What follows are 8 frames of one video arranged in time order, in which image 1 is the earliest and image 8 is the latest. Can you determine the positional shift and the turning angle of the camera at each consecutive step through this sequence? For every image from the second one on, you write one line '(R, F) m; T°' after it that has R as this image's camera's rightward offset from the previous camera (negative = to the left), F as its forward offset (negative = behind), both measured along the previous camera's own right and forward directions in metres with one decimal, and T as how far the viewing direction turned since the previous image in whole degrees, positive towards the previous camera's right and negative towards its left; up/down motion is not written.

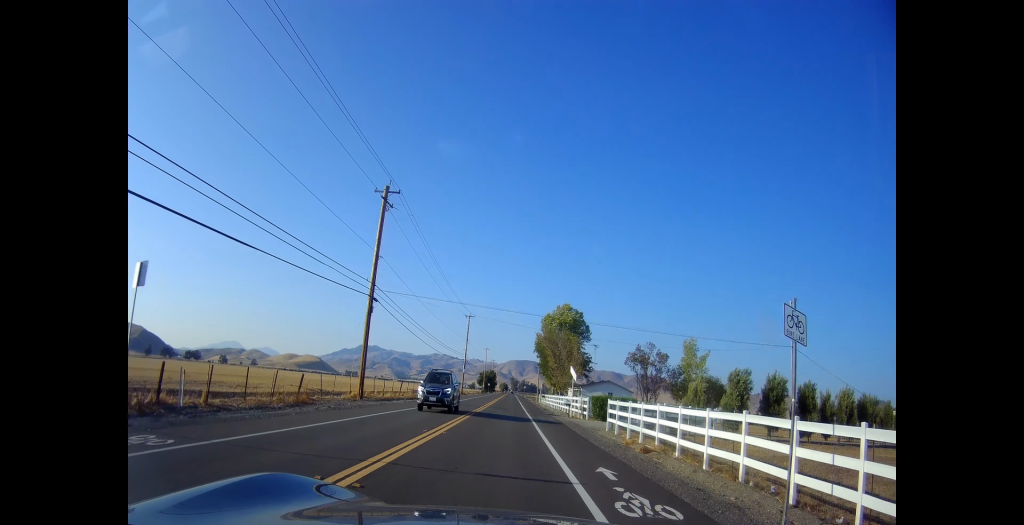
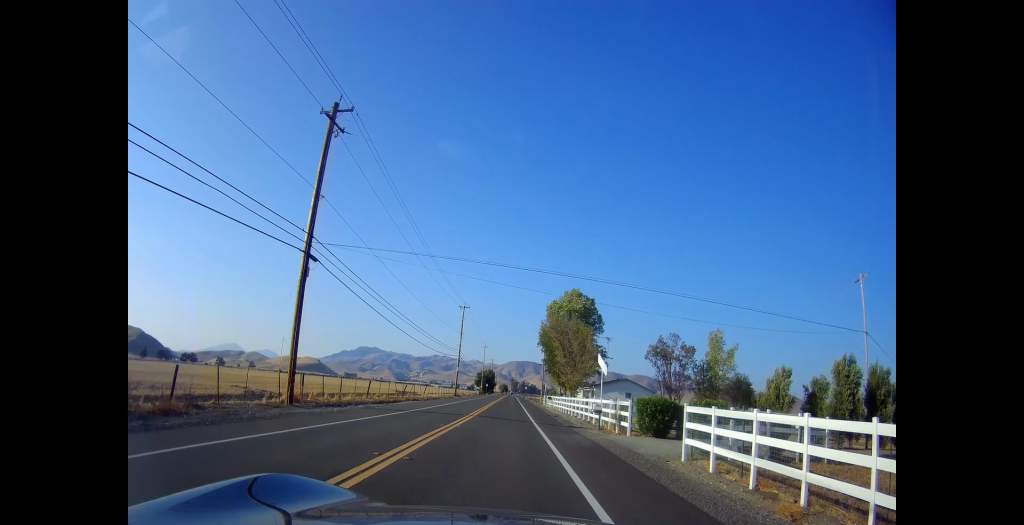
(0.0, +12.5) m; 0°
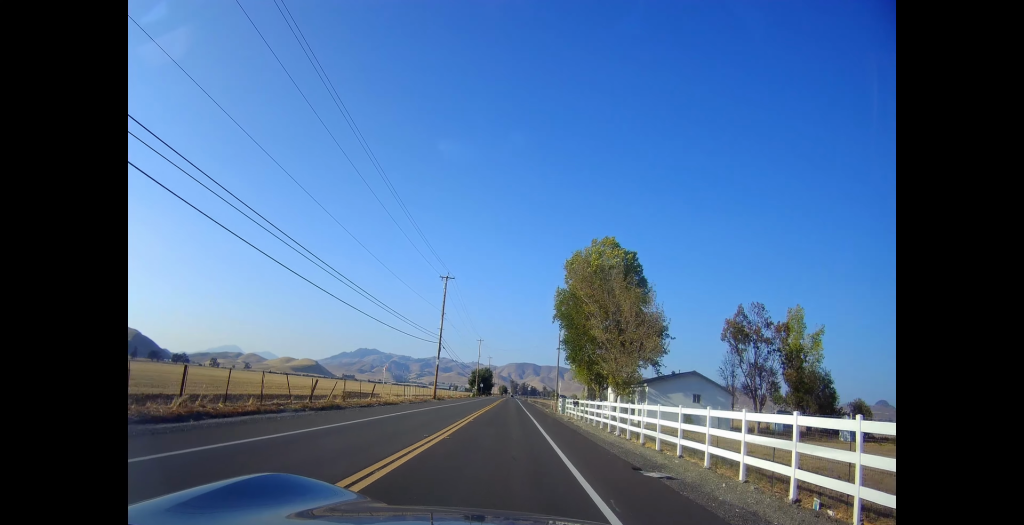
(0.0, +26.3) m; 0°
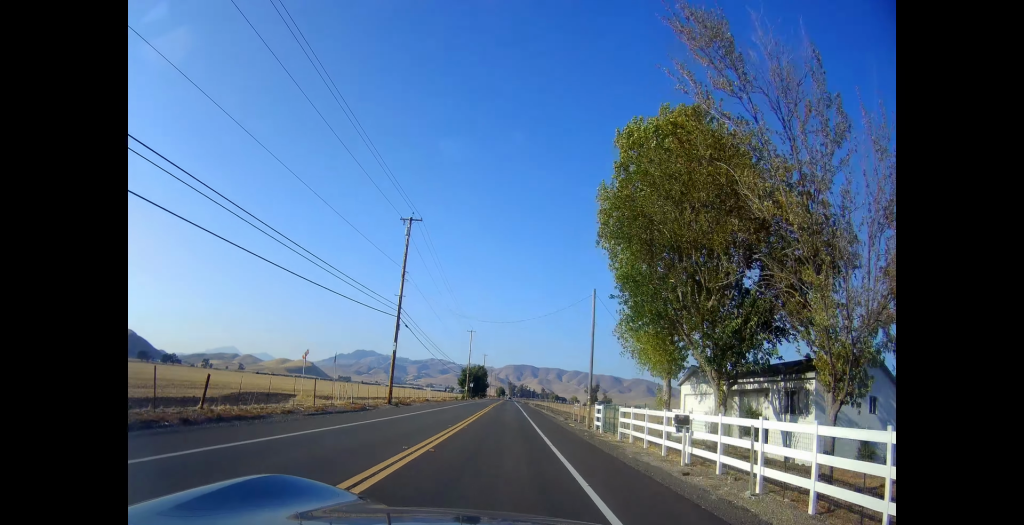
(0.0, +25.4) m; 0°
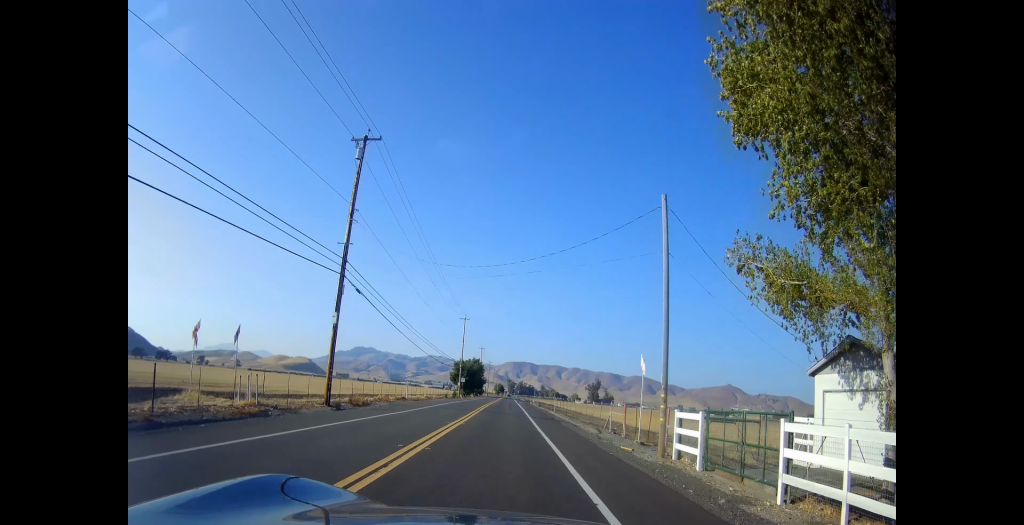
(0.0, +15.8) m; 0°
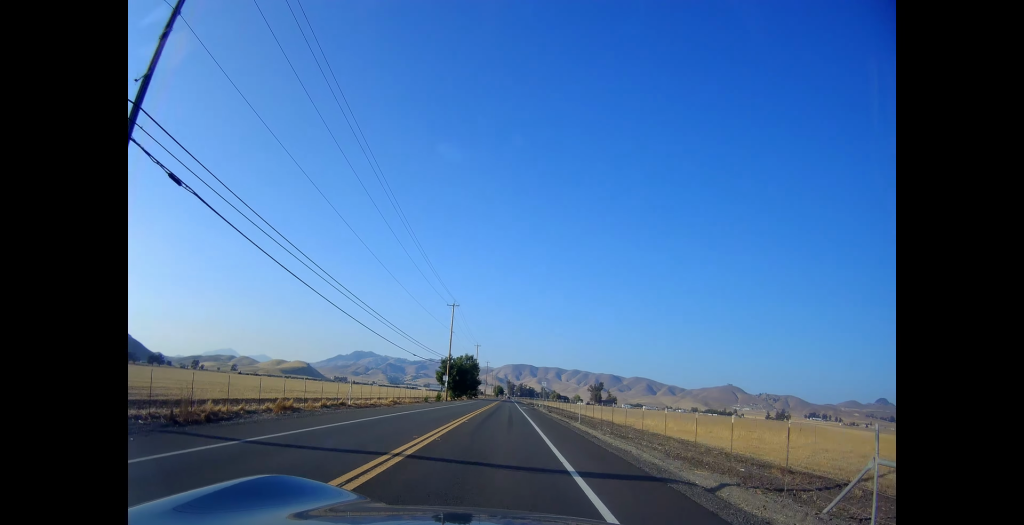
(0.0, +21.1) m; 0°
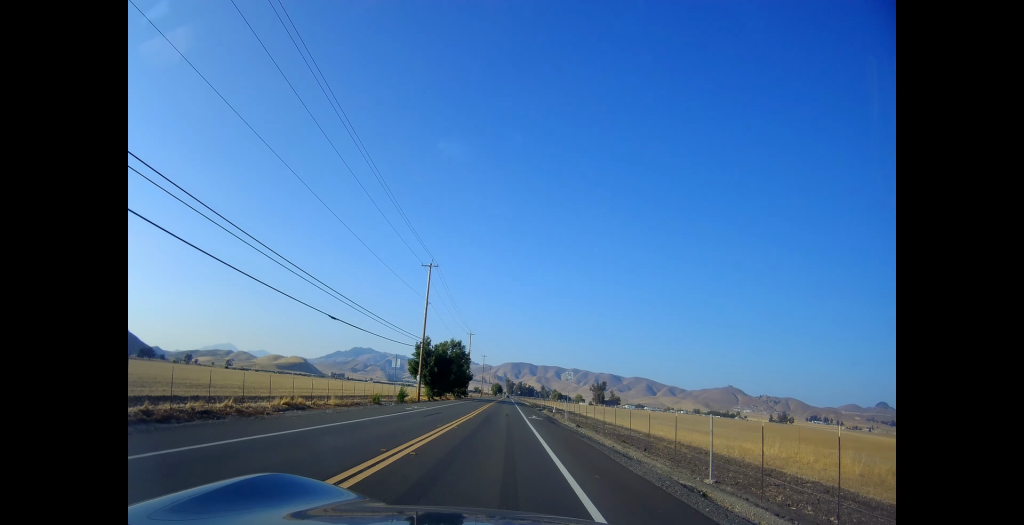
(0.0, +25.3) m; 0°
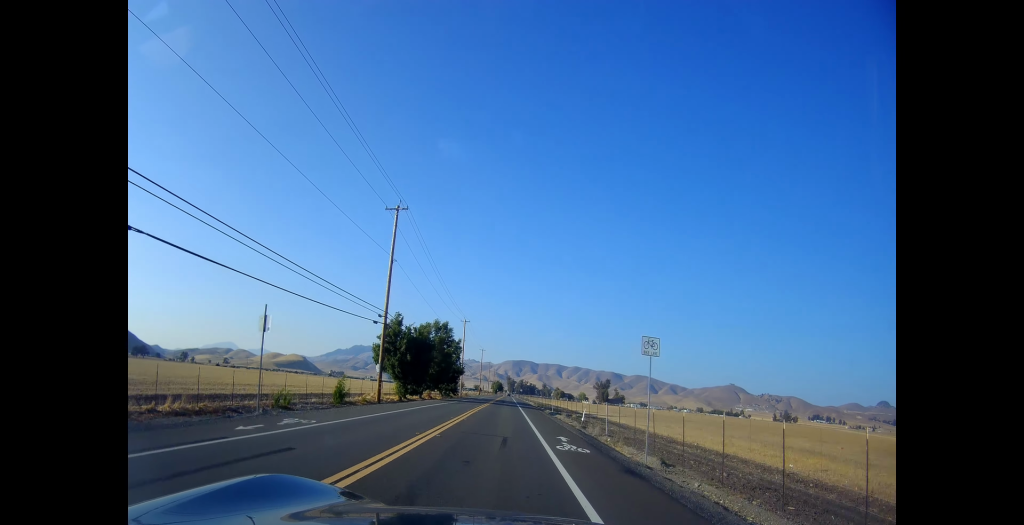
(0.0, +19.0) m; 0°
